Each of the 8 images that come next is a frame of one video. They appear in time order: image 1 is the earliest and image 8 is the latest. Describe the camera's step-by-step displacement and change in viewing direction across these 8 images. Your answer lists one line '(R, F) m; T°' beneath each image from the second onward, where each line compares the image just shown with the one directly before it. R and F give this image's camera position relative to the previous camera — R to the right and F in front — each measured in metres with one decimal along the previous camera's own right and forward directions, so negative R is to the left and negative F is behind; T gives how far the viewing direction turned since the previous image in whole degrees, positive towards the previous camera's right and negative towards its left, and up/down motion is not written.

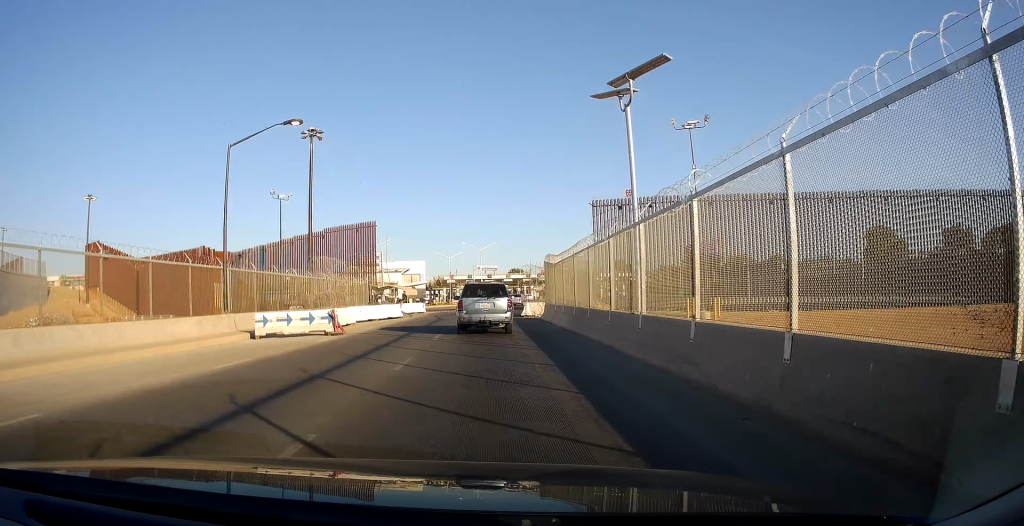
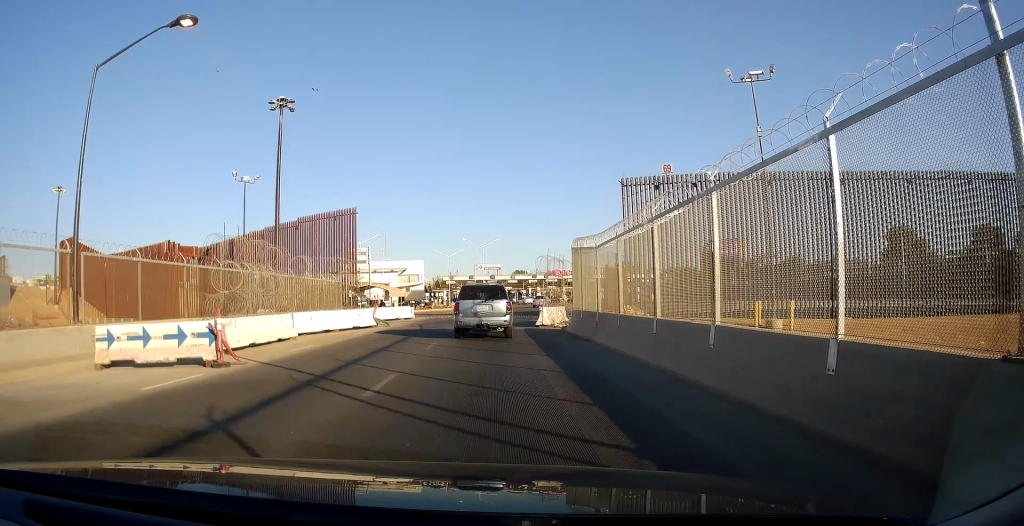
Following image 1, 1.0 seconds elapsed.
(-0.5, +10.0) m; -5°
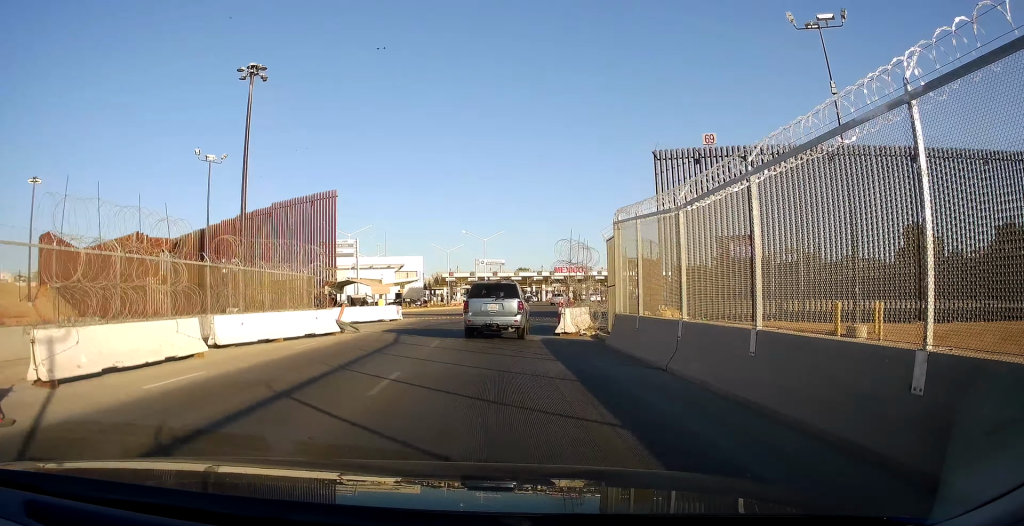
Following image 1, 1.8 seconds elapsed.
(-0.6, +7.7) m; -1°
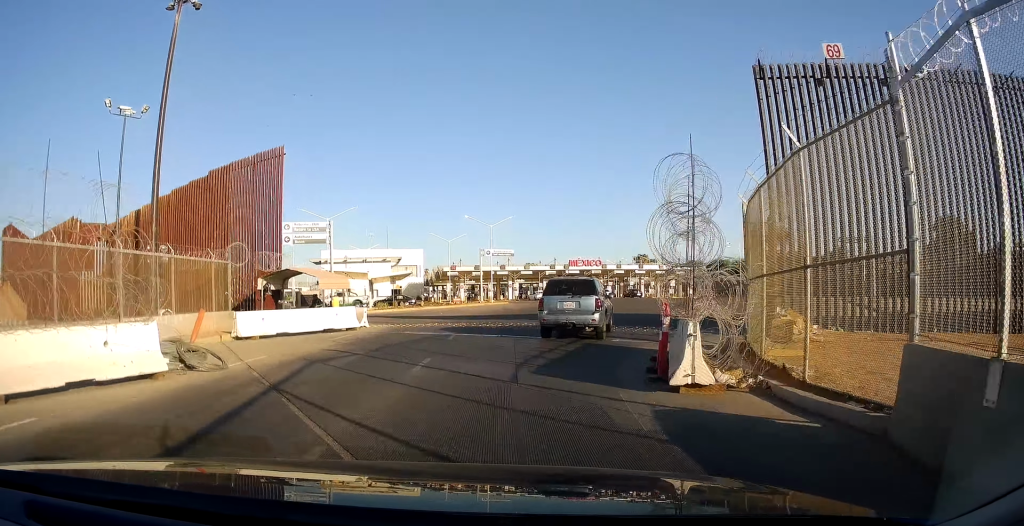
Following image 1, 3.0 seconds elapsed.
(+0.8, +12.5) m; +4°
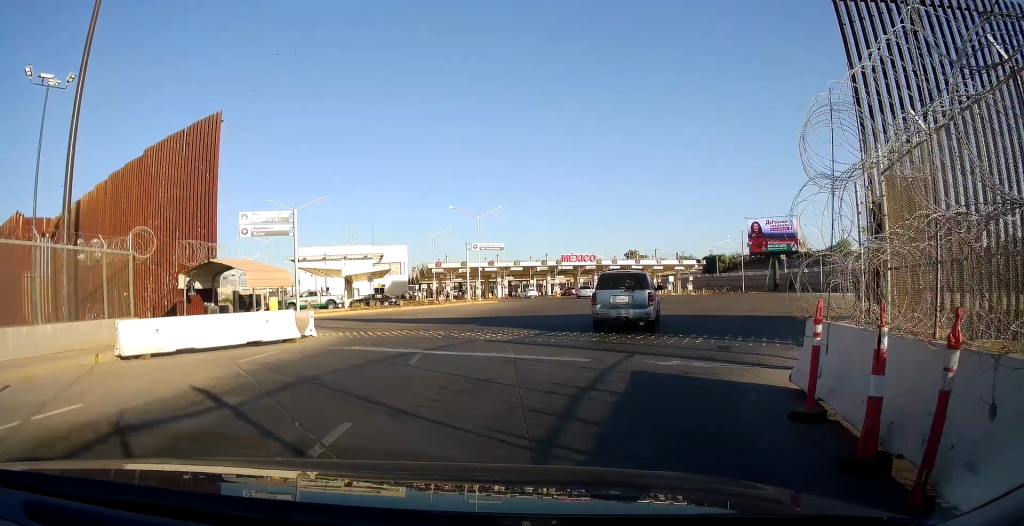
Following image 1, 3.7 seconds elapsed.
(+0.1, +6.7) m; +1°
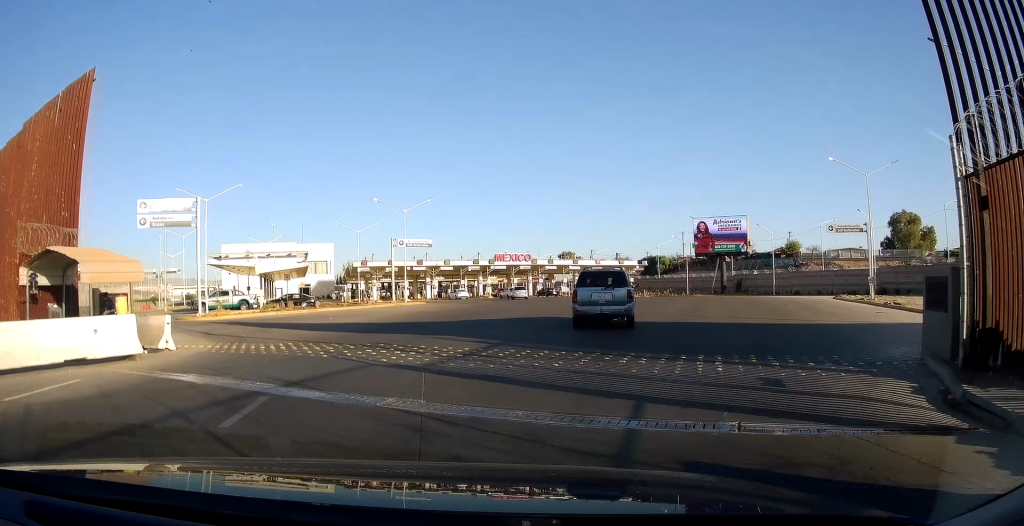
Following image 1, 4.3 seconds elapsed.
(0.0, +5.4) m; +5°
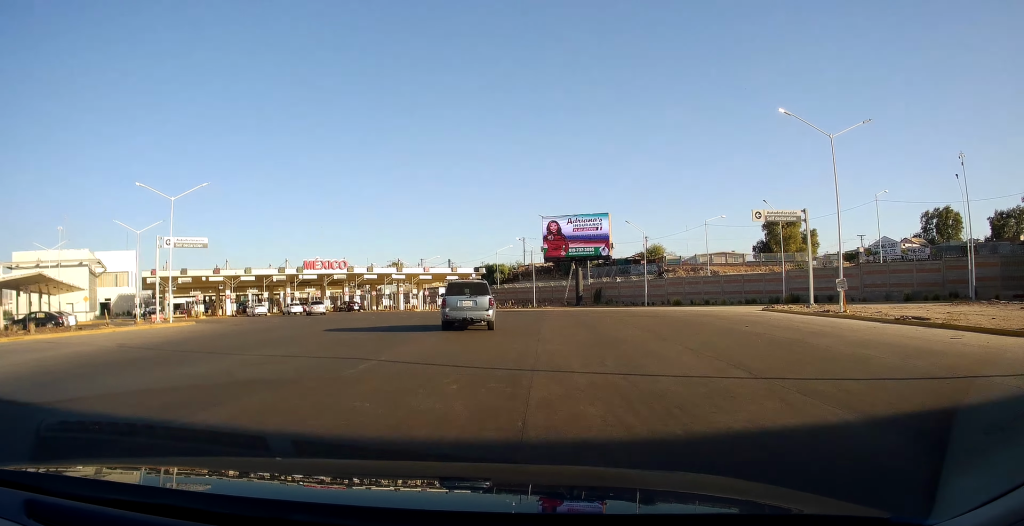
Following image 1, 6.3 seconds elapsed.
(+3.2, +16.1) m; +20°
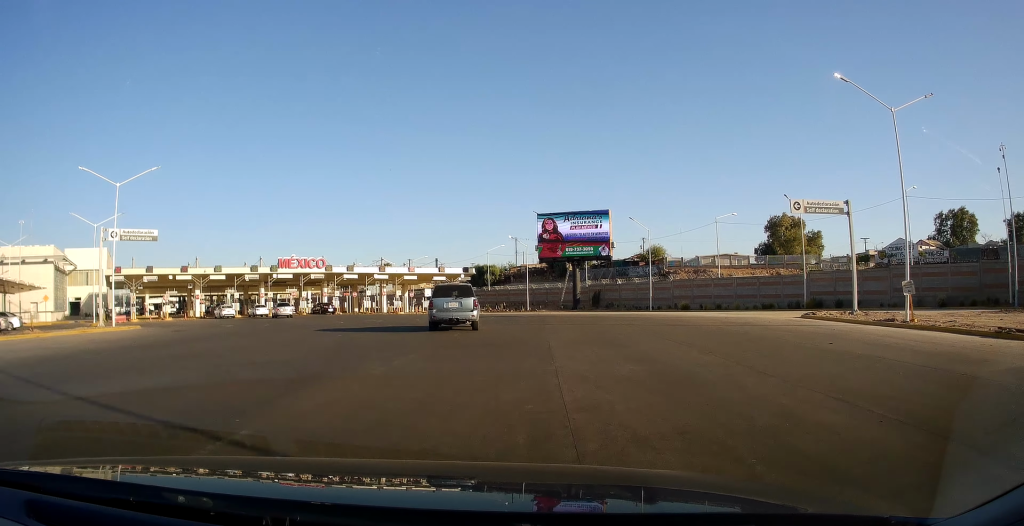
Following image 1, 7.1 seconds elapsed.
(+0.3, +6.6) m; +1°
